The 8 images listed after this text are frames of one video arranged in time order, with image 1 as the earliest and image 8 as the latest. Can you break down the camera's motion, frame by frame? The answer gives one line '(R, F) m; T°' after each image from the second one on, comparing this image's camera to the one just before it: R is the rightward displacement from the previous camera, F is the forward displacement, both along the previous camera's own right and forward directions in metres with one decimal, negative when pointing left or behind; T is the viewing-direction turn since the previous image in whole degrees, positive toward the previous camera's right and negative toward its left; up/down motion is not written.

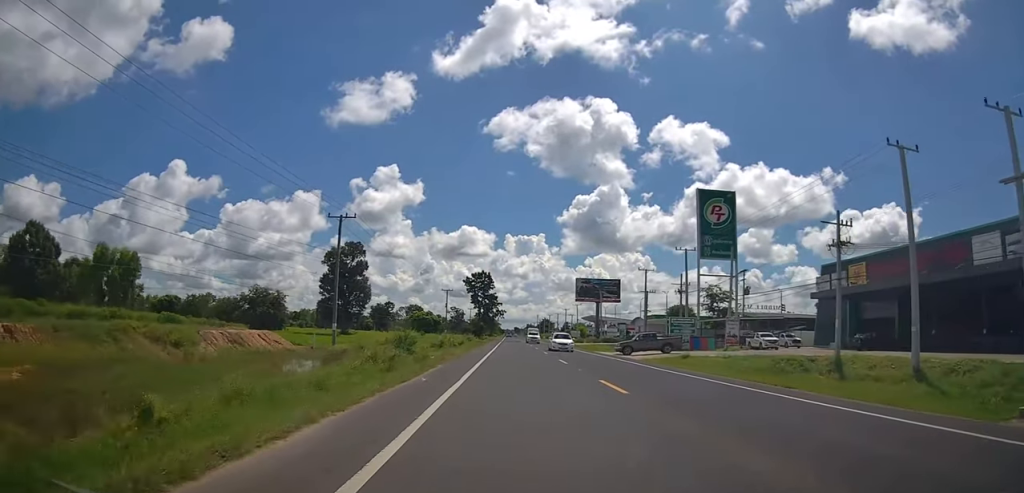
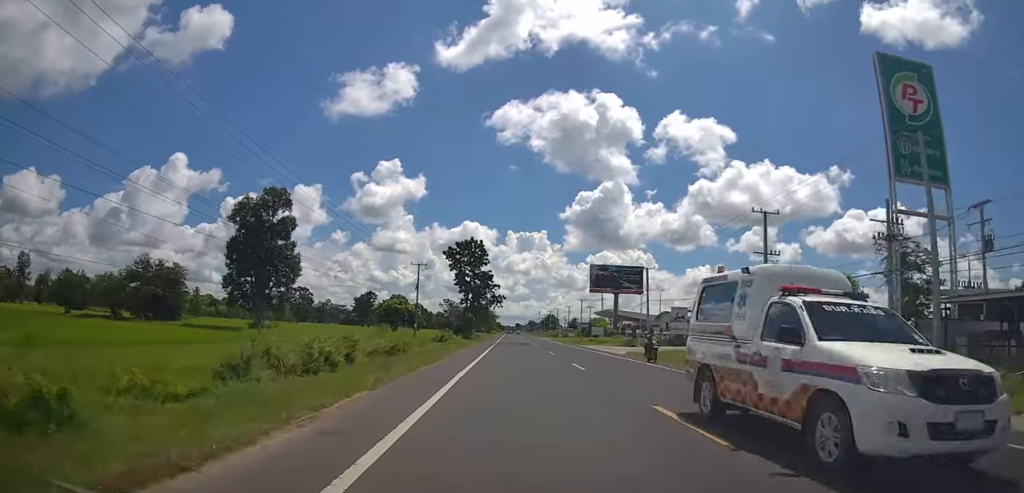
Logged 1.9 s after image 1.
(0.0, +42.1) m; 0°
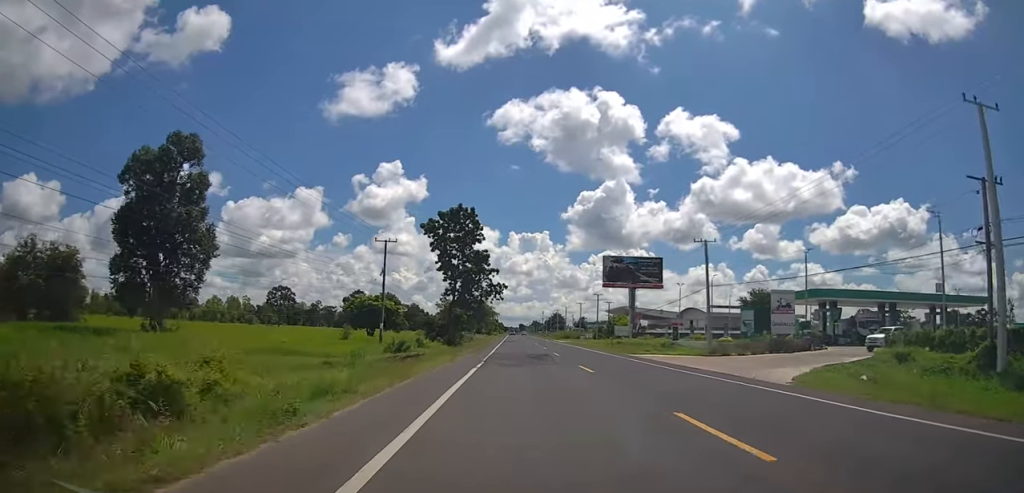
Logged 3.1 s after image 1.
(-0.4, +25.2) m; 0°
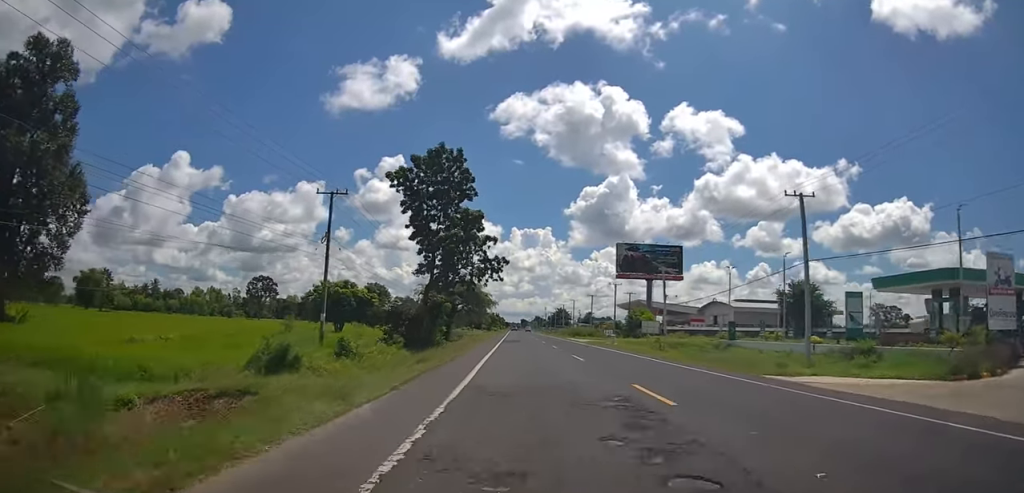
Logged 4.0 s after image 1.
(+0.3, +20.6) m; 0°
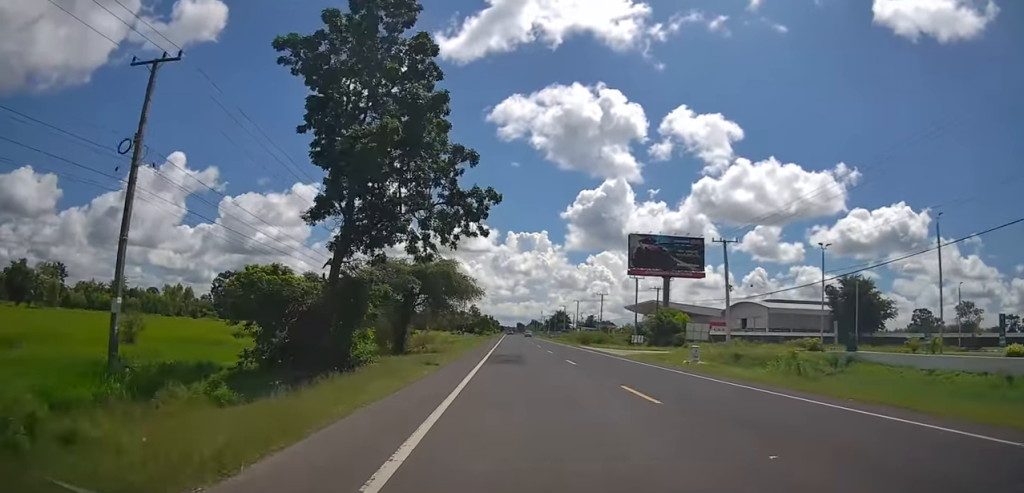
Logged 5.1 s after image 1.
(-0.3, +23.7) m; 0°
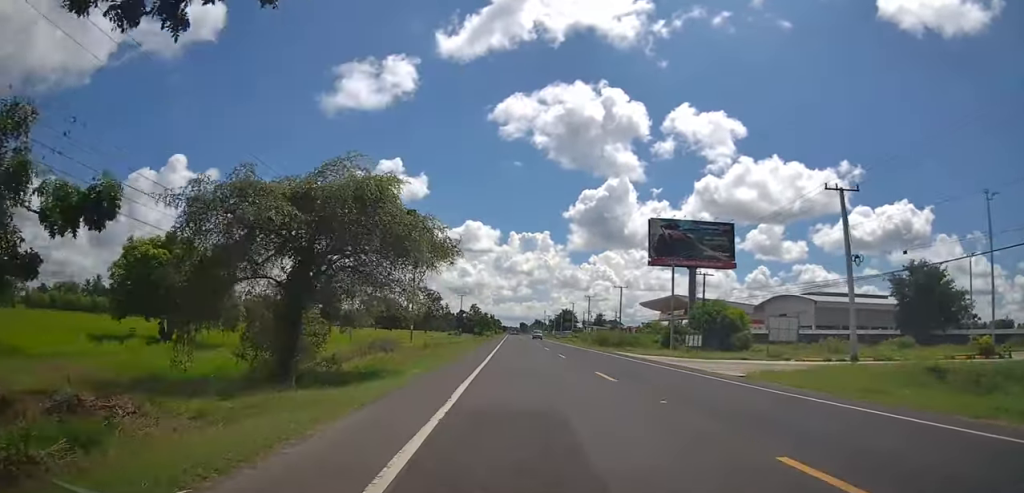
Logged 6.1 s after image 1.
(+0.3, +19.9) m; 0°
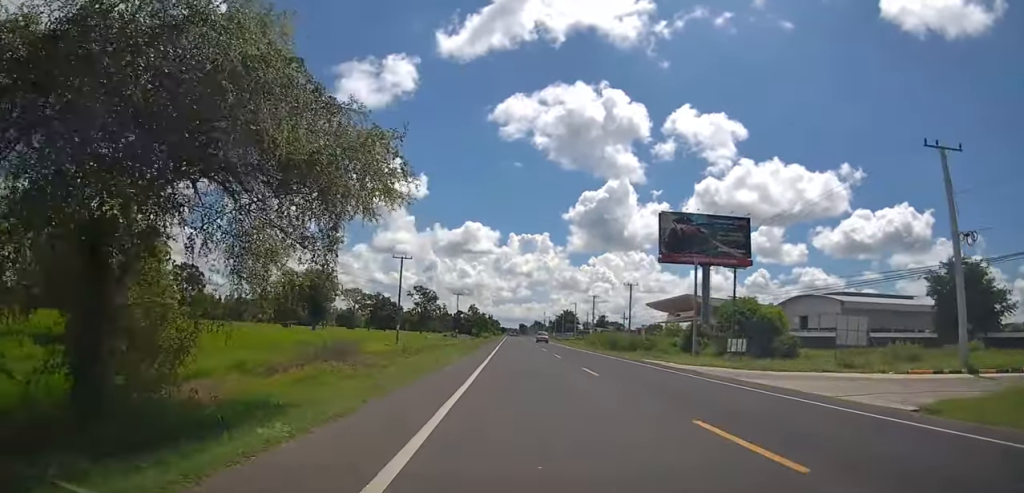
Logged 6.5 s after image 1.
(-0.4, +9.5) m; 0°
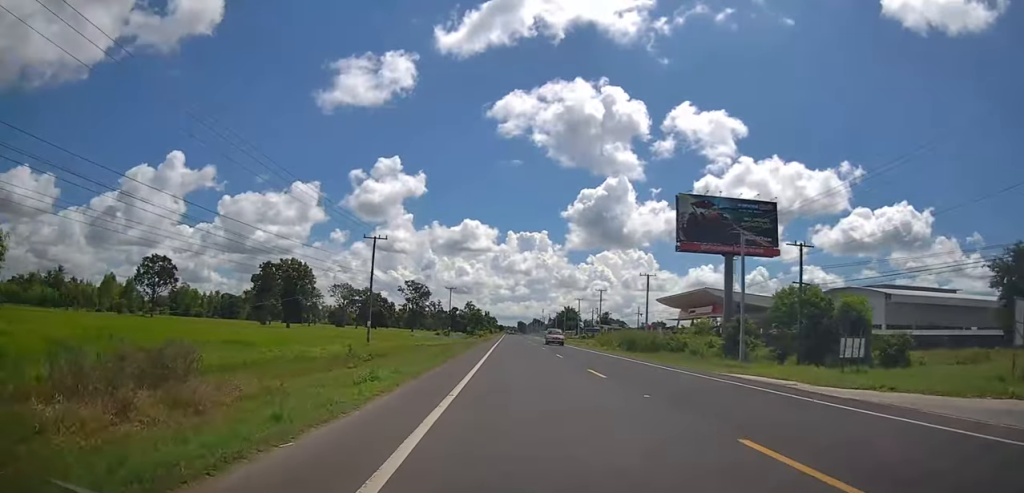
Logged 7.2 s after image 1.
(+0.2, +14.0) m; 0°
